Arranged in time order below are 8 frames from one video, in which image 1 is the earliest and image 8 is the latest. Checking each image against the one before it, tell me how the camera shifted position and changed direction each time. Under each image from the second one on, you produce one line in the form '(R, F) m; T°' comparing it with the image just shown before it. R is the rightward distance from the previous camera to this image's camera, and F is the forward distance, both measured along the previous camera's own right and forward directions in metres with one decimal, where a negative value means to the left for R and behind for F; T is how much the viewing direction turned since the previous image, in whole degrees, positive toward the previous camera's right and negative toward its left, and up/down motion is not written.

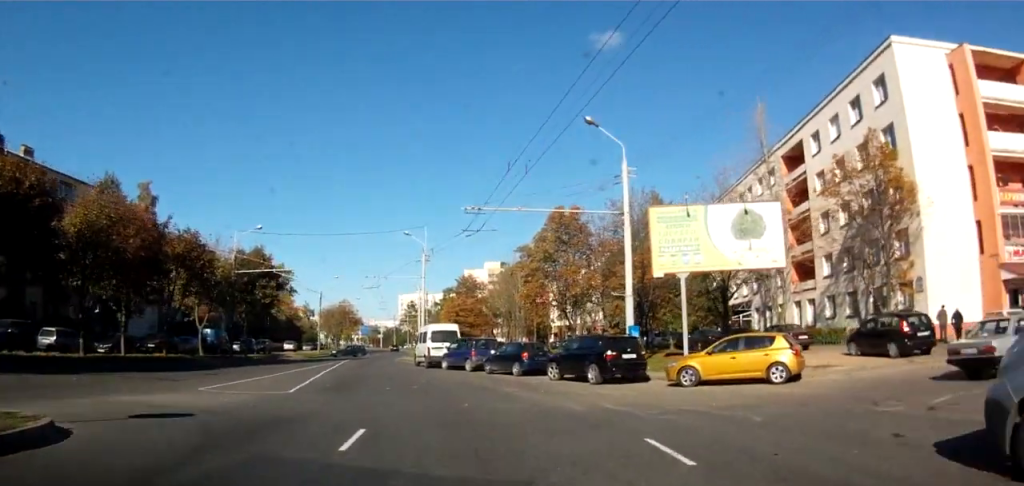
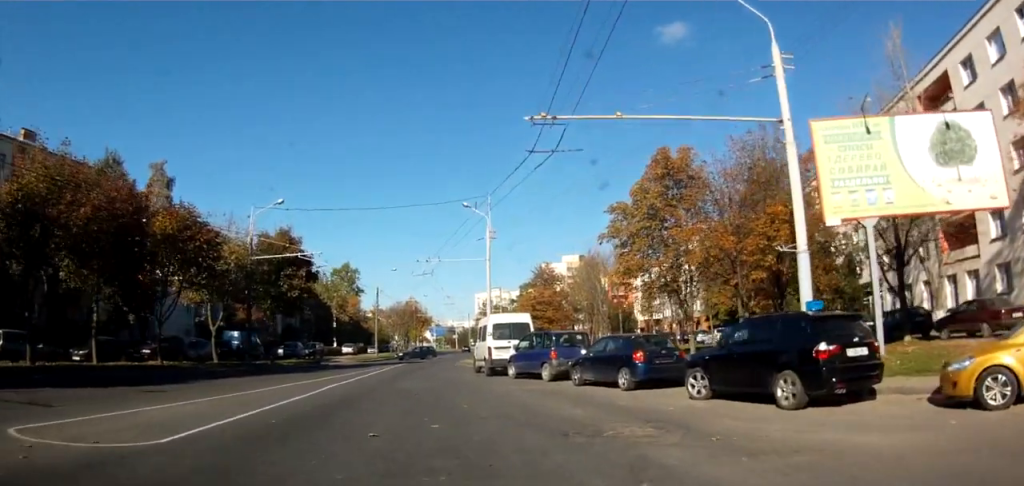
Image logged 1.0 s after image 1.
(+0.5, +10.6) m; +1°
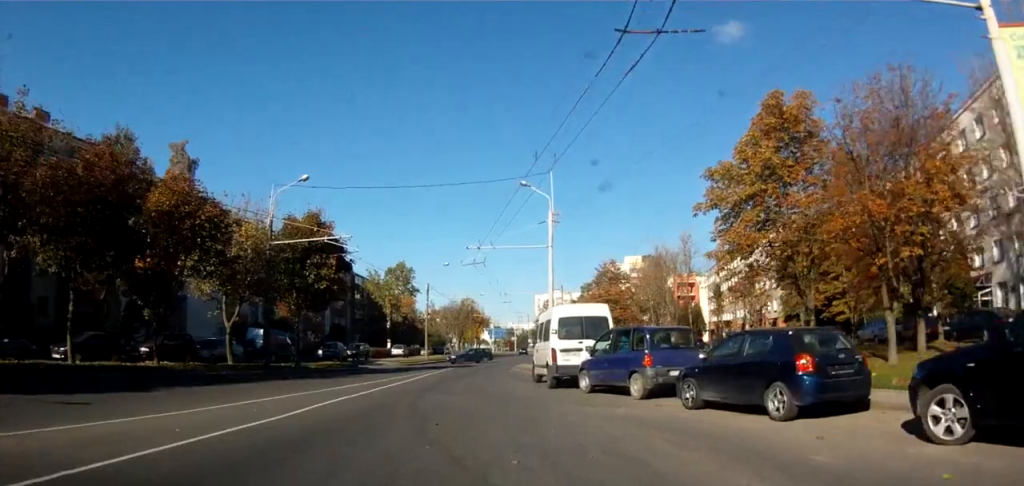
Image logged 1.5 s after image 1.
(+0.1, +6.4) m; -2°
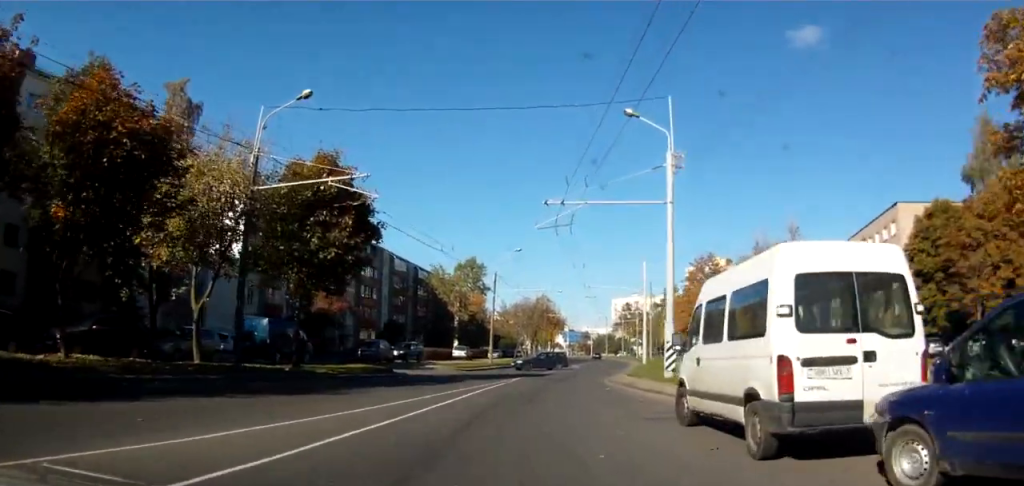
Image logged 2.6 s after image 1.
(-0.9, +12.2) m; -7°
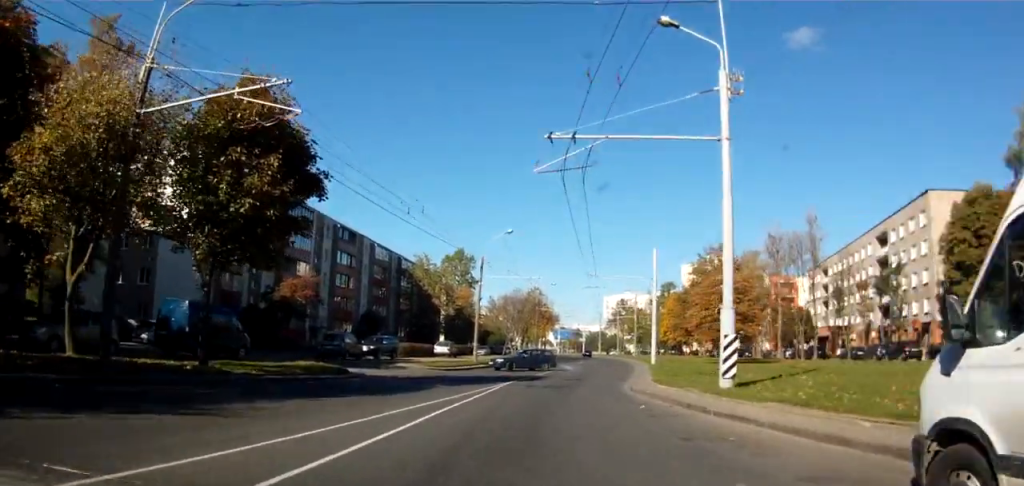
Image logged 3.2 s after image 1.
(-0.4, +7.6) m; -3°
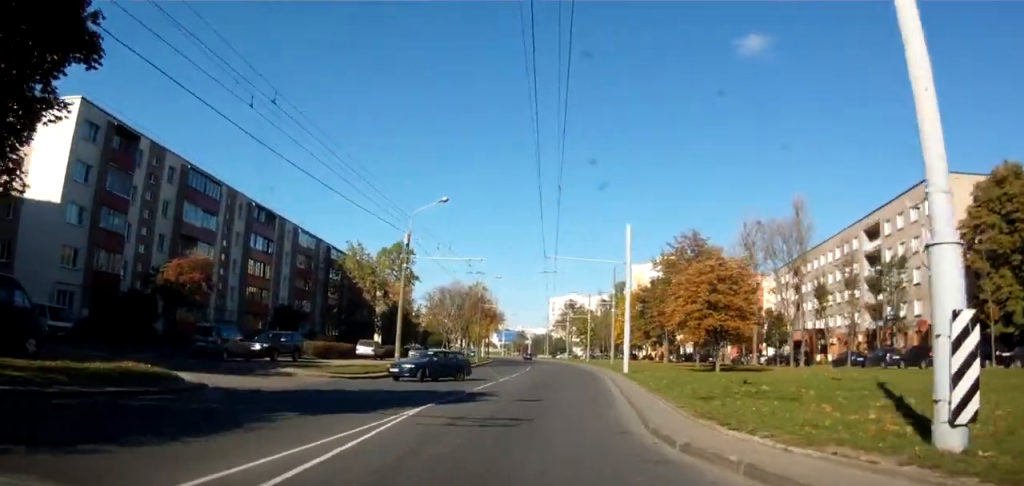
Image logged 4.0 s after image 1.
(-0.1, +10.2) m; 0°
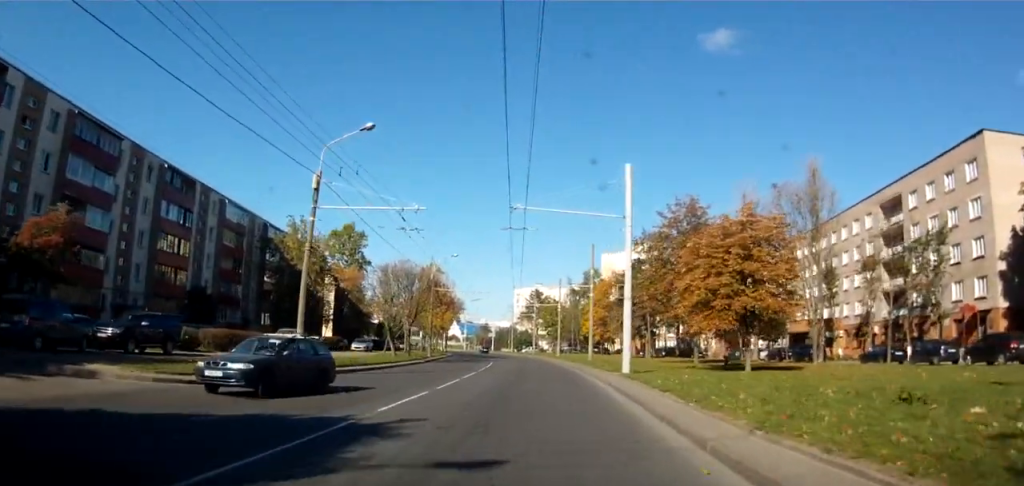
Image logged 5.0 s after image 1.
(0.0, +11.2) m; +2°
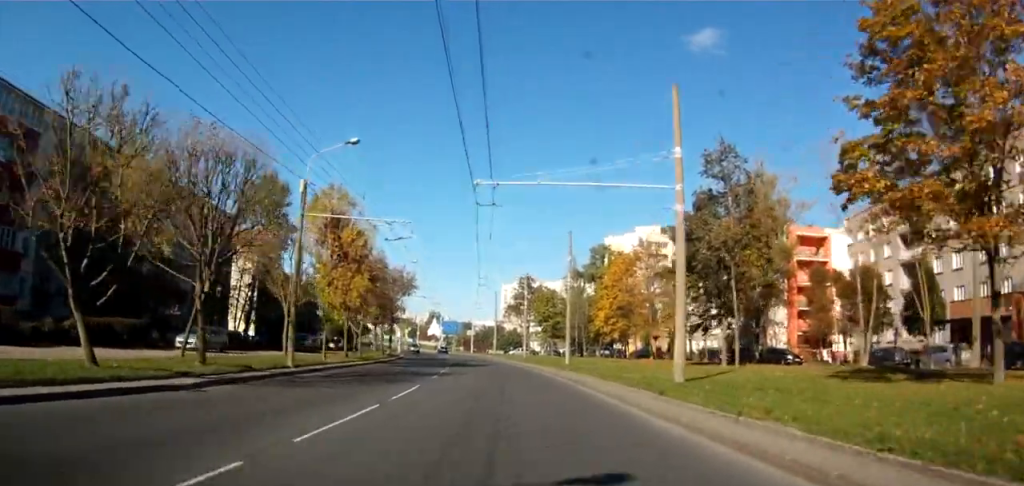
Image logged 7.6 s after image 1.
(+0.6, +32.4) m; -11°
